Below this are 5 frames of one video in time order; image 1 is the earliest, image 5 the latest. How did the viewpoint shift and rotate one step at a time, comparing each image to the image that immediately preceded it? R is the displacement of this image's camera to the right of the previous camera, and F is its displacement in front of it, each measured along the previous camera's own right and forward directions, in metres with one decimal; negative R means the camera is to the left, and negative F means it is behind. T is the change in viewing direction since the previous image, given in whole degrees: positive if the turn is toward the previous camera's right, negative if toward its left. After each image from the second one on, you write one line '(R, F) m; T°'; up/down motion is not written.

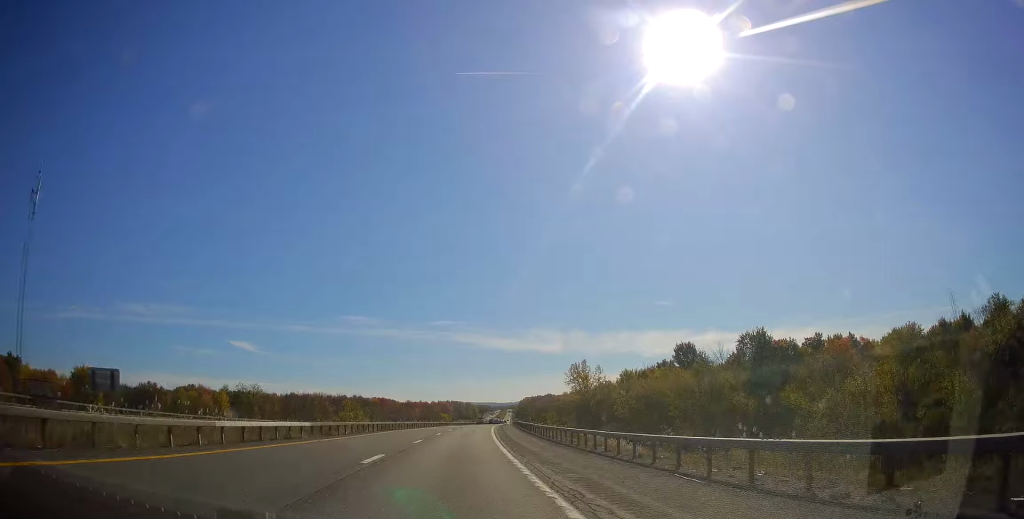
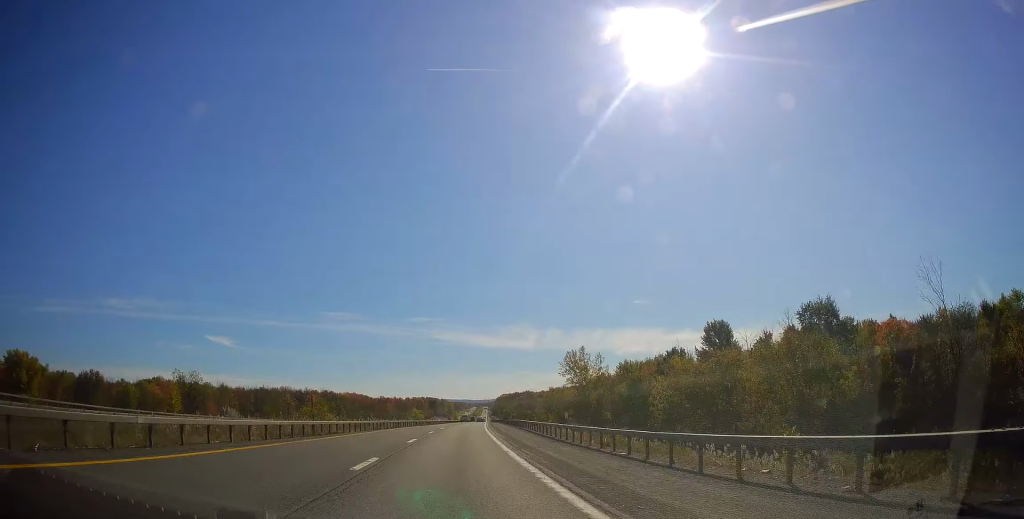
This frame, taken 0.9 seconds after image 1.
(+0.4, +27.0) m; +1°
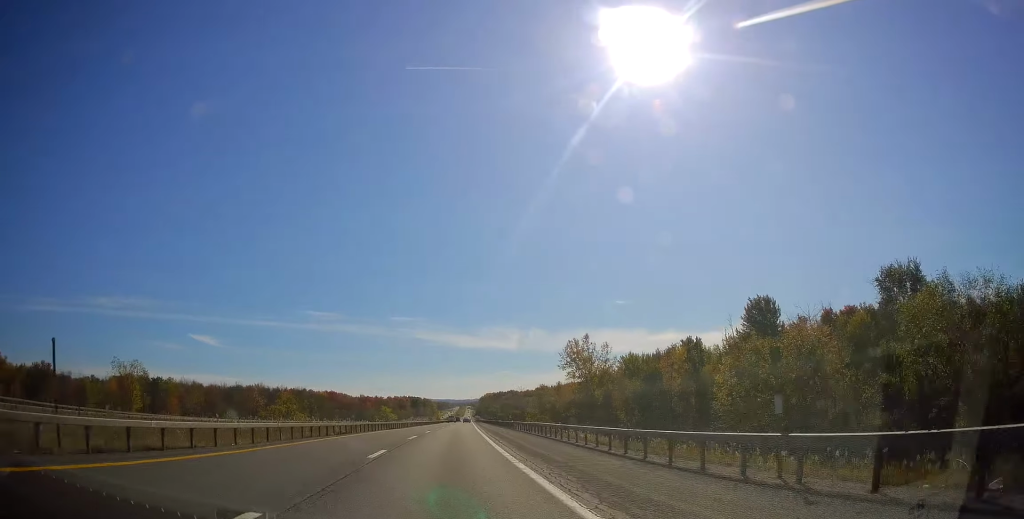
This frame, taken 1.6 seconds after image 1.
(0.0, +21.0) m; +1°
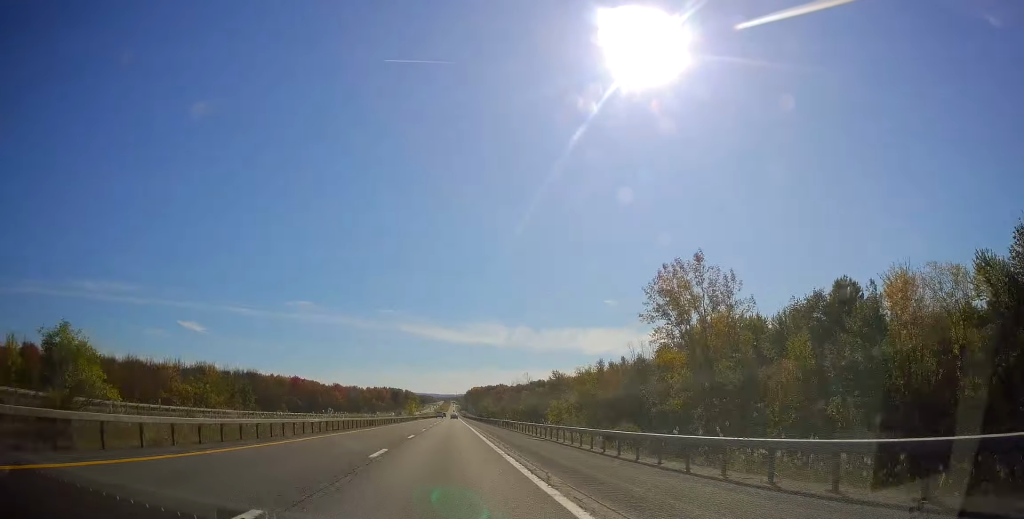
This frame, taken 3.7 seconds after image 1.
(+2.5, +61.8) m; +3°
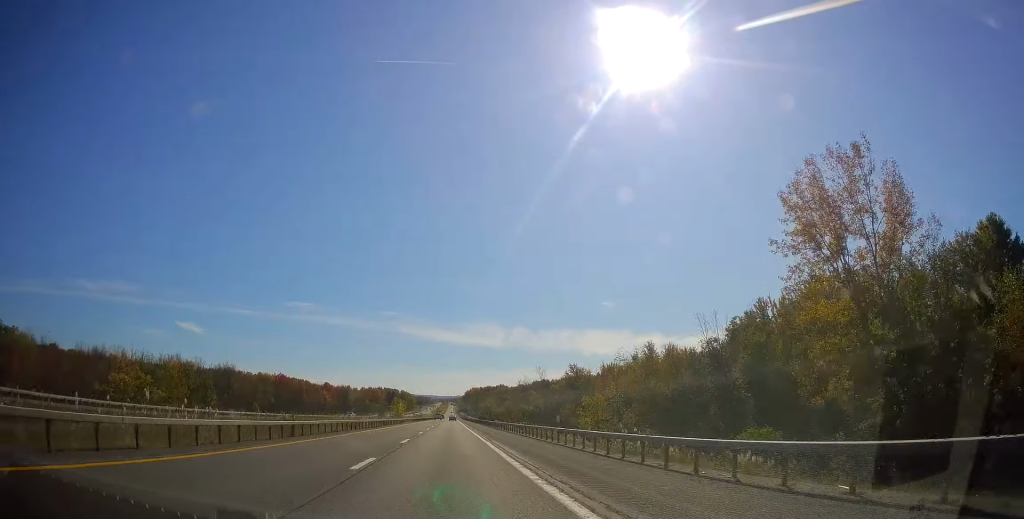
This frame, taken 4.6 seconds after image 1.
(0.0, +28.0) m; 0°
